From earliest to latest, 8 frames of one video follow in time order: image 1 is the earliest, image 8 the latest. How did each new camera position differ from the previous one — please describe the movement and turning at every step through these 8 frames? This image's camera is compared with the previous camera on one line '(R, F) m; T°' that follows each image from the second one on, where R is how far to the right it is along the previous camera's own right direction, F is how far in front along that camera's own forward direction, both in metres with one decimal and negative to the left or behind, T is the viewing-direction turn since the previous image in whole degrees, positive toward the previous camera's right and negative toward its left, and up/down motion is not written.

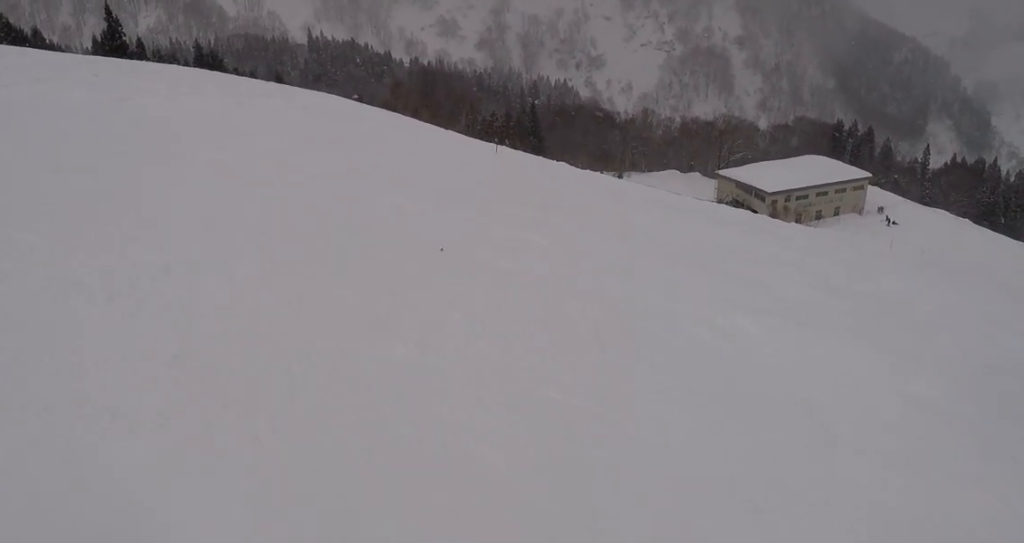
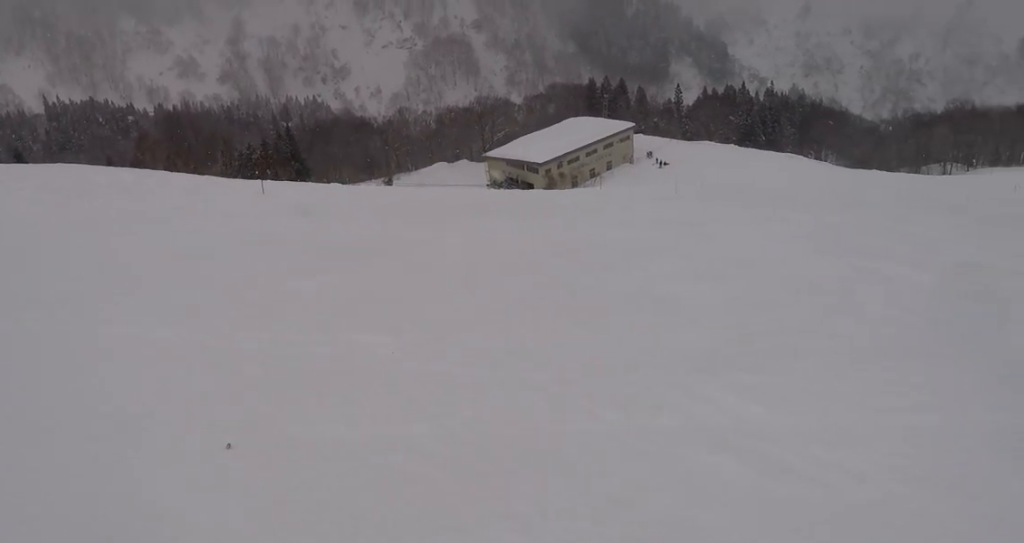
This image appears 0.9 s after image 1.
(+0.5, +3.9) m; +23°
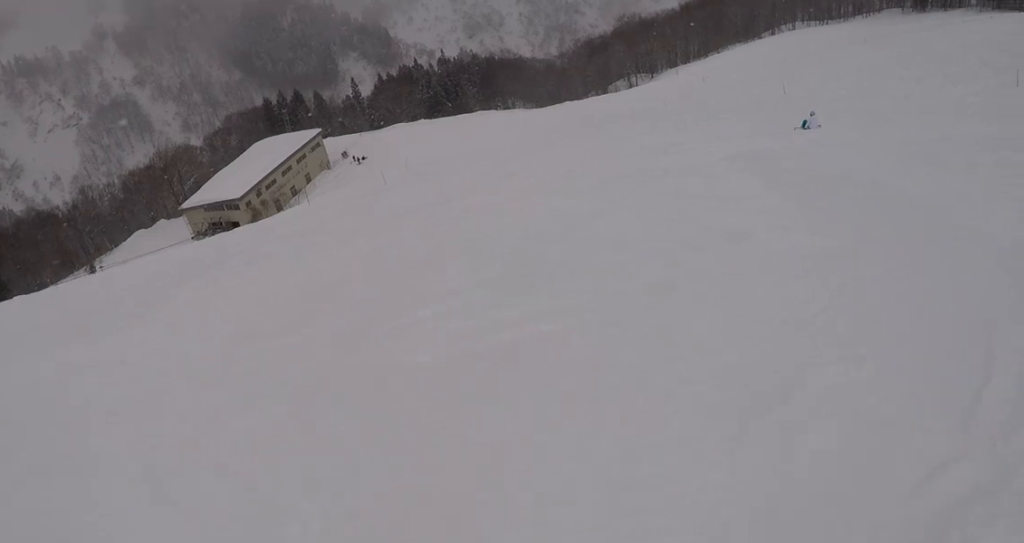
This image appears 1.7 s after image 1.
(+0.8, +3.4) m; +24°
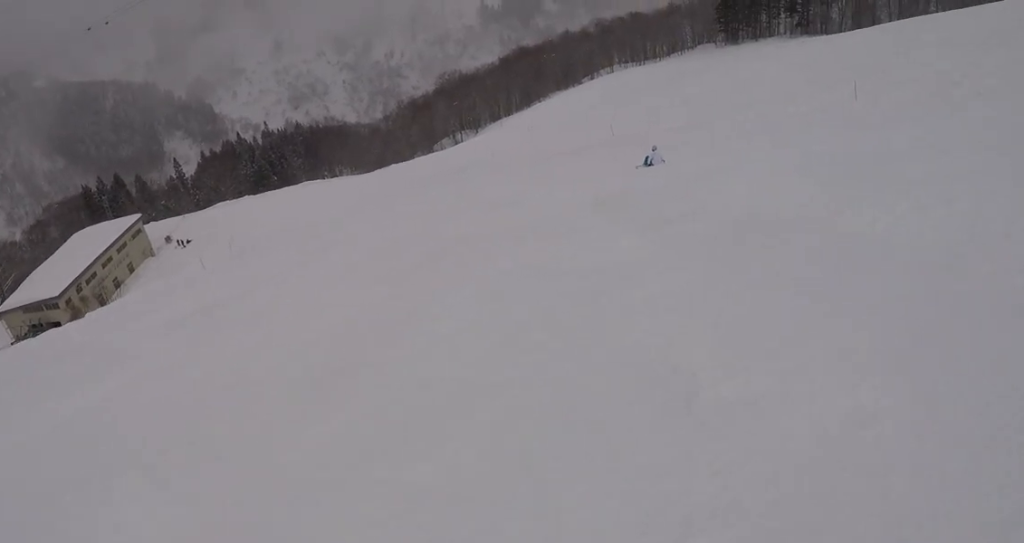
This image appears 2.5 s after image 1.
(+0.9, +3.3) m; +10°
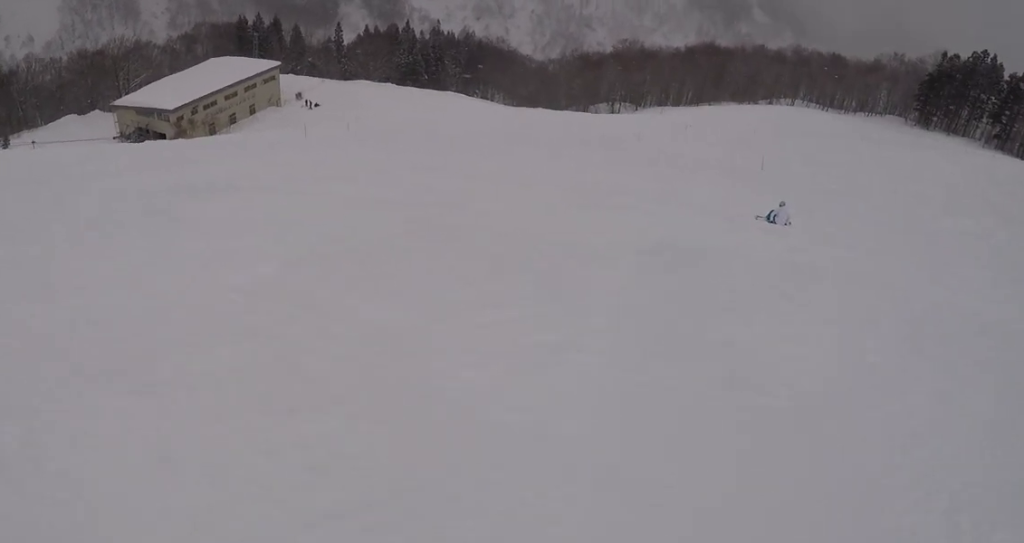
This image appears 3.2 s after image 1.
(-0.2, +3.8) m; -15°
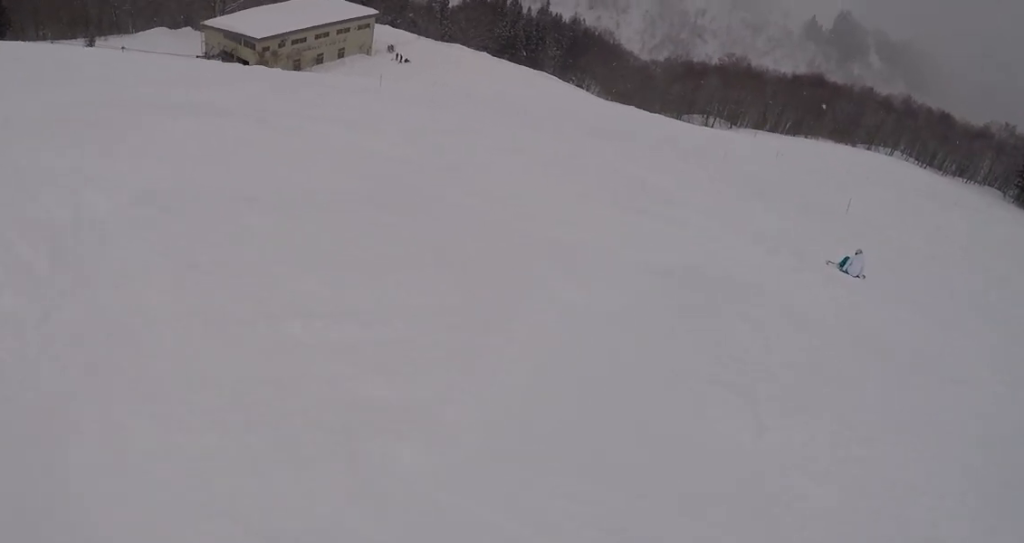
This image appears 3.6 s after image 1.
(-0.2, +2.2) m; -6°
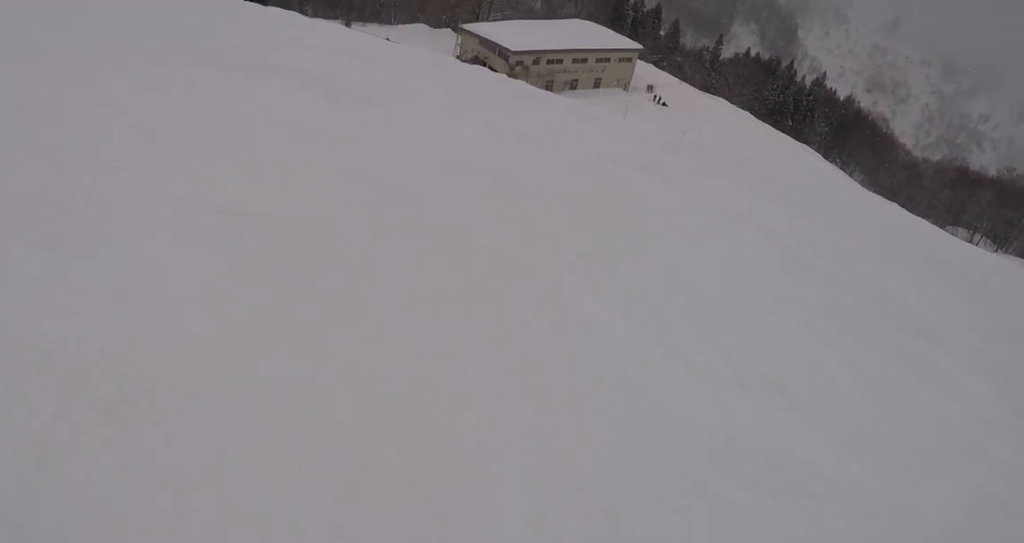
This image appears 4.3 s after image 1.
(-1.1, +4.0) m; -6°
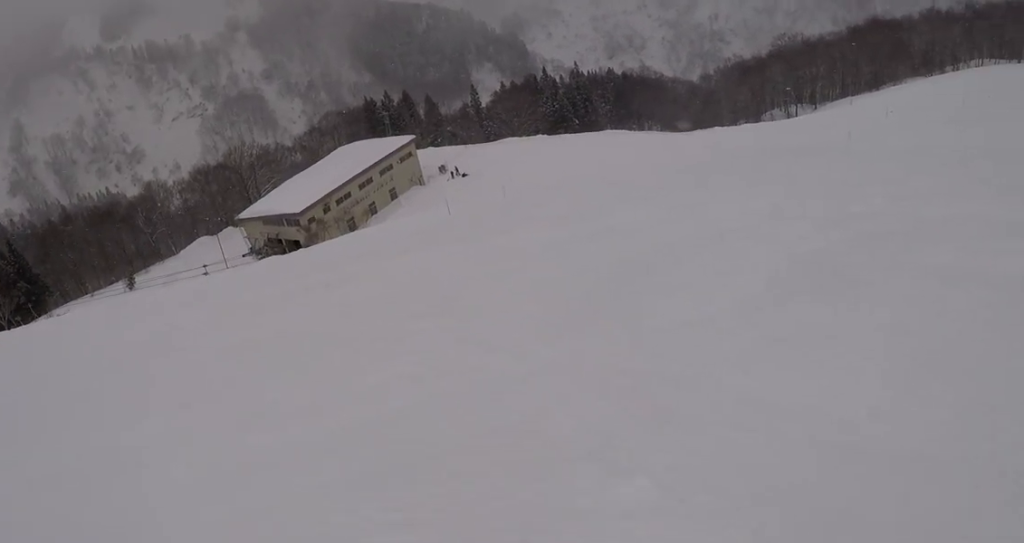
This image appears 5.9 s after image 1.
(+1.2, +9.0) m; +17°
